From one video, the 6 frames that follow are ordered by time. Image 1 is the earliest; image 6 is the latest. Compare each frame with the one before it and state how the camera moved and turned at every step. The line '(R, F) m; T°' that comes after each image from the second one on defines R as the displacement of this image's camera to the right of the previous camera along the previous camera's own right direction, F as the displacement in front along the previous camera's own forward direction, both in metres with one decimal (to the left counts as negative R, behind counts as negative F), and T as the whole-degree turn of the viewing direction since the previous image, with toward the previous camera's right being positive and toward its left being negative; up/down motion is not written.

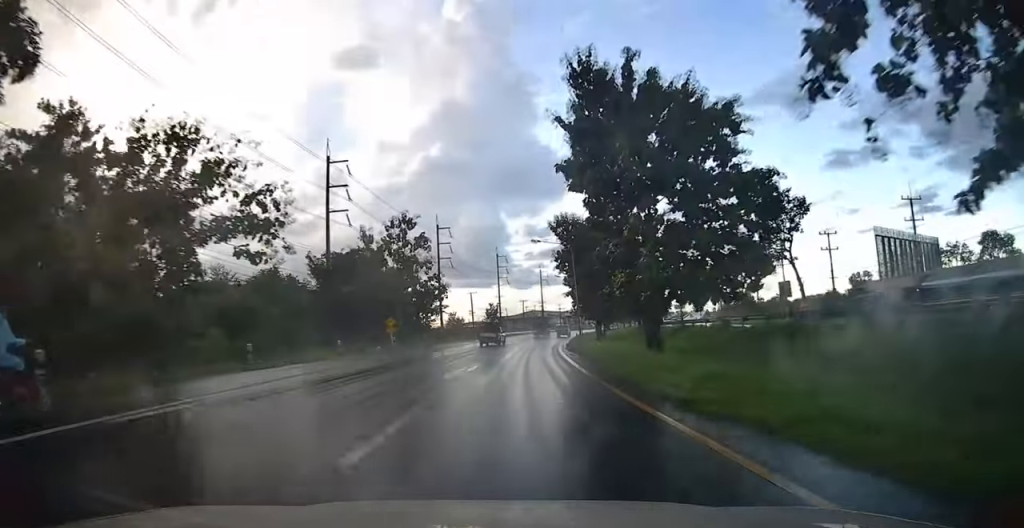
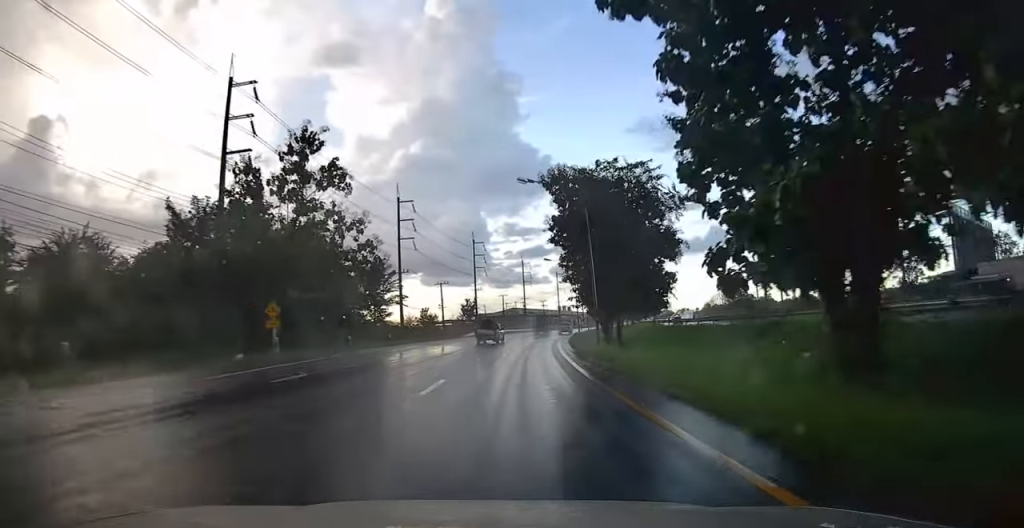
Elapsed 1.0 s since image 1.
(+0.4, +18.5) m; +2°
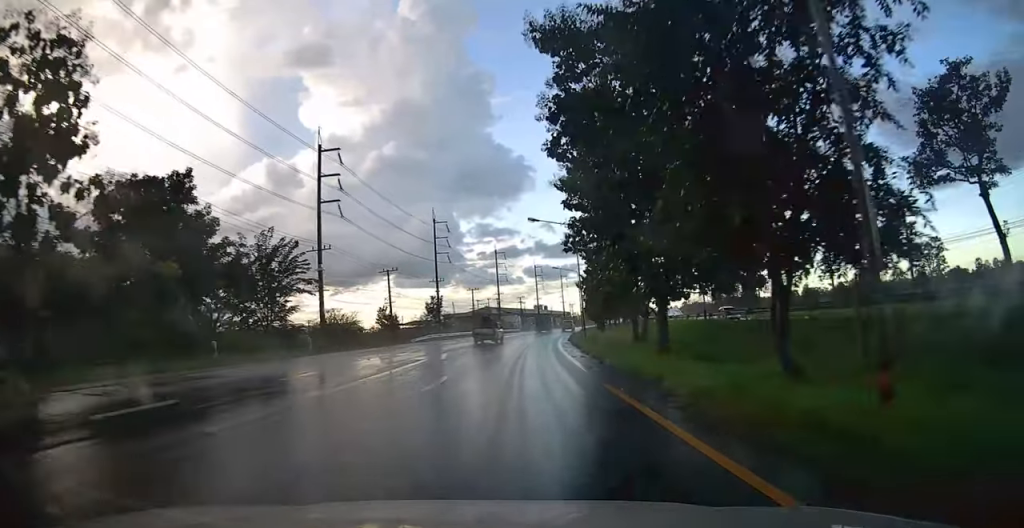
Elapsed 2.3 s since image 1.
(+0.5, +23.2) m; +3°
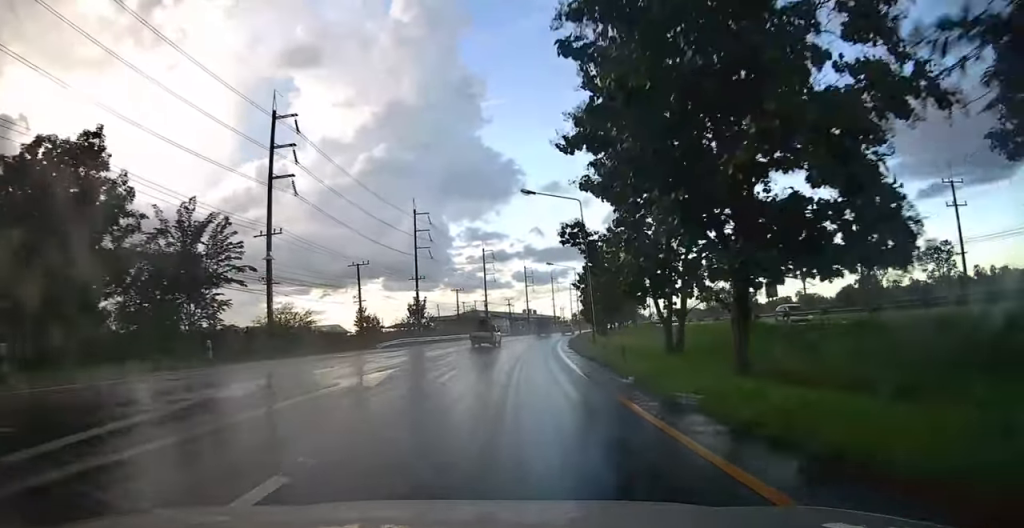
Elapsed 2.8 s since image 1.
(+0.1, +9.3) m; +1°
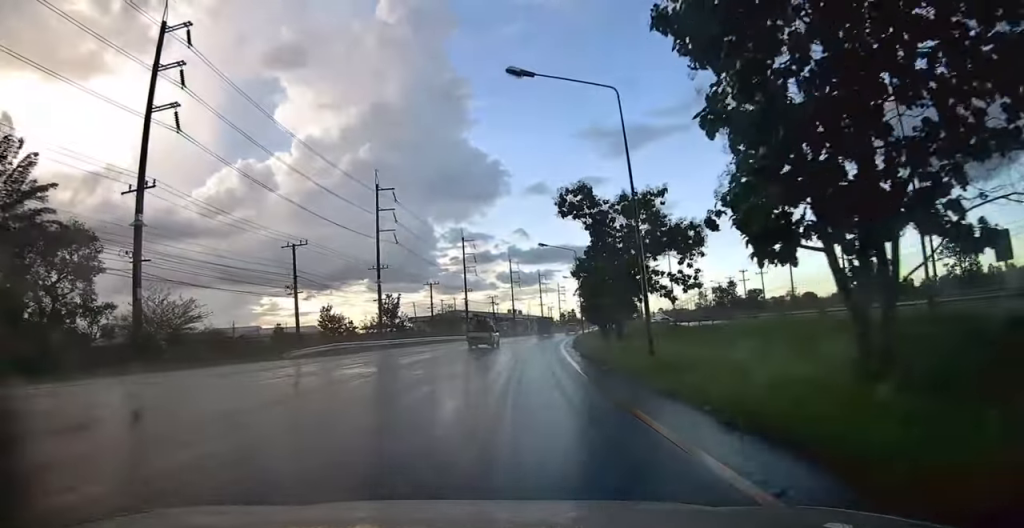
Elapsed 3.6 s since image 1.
(+0.1, +15.1) m; +1°
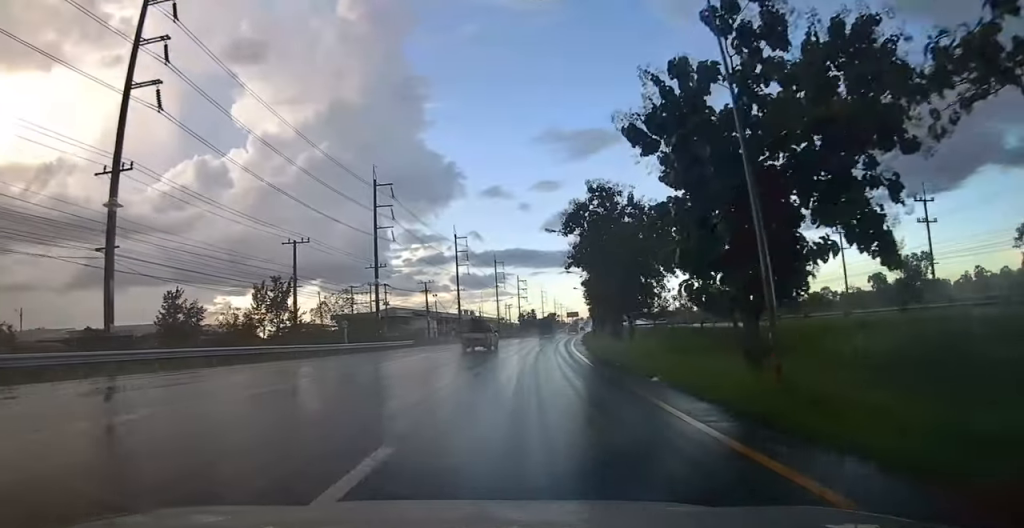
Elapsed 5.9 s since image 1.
(+2.4, +42.0) m; +7°
